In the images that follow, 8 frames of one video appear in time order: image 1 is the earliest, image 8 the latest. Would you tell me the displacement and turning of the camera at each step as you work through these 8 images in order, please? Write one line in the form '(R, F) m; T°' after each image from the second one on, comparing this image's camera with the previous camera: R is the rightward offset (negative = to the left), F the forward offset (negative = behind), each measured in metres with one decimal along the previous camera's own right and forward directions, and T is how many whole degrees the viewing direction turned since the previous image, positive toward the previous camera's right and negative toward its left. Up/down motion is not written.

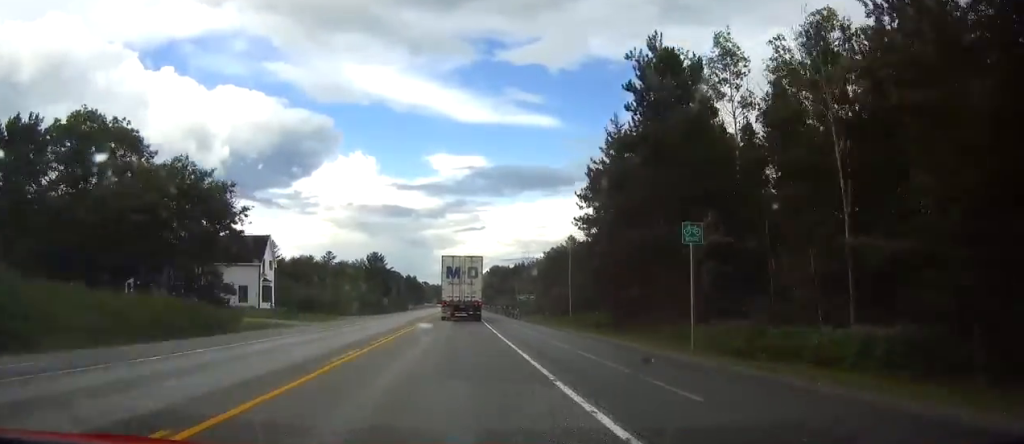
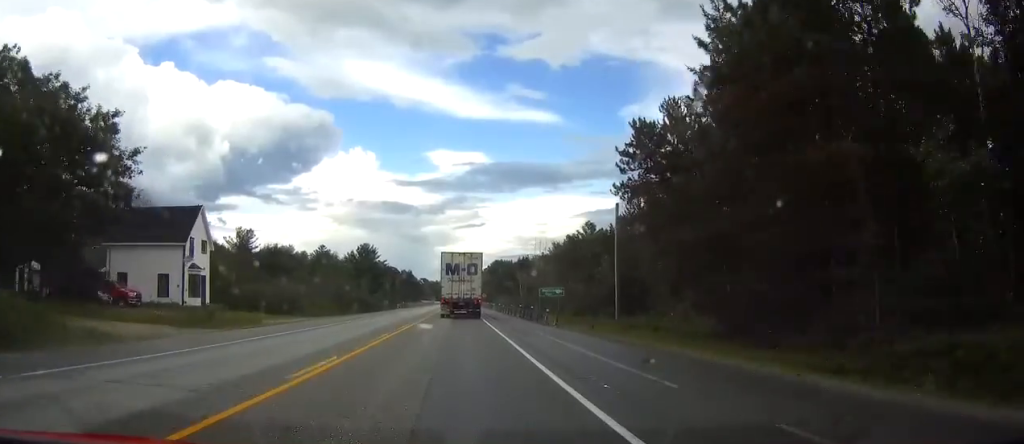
(0.0, +19.8) m; 0°
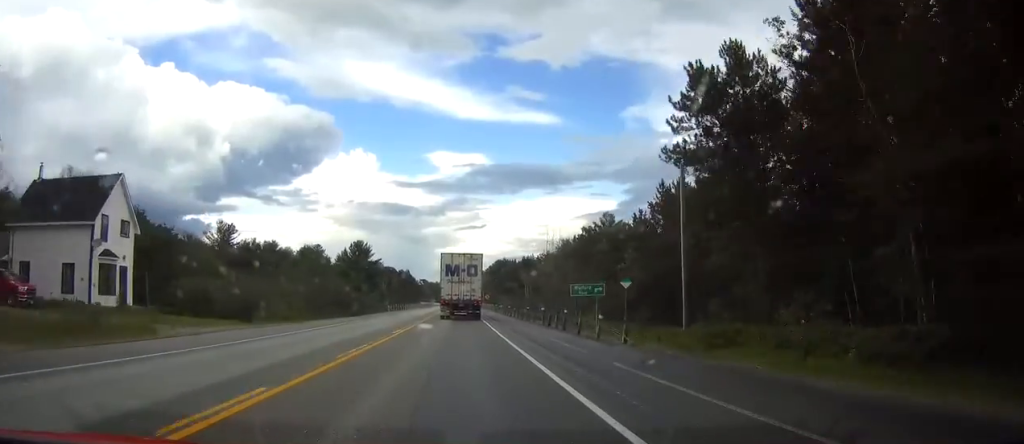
(+0.1, +14.1) m; 0°
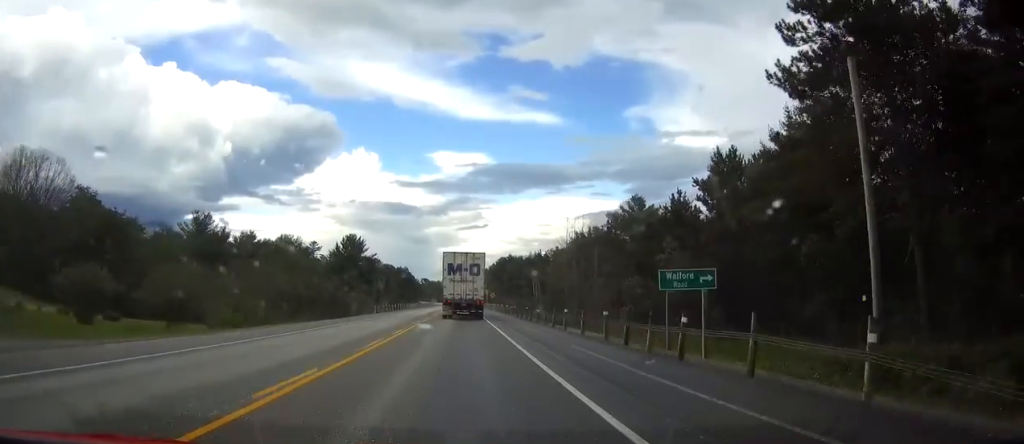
(0.0, +16.0) m; 0°
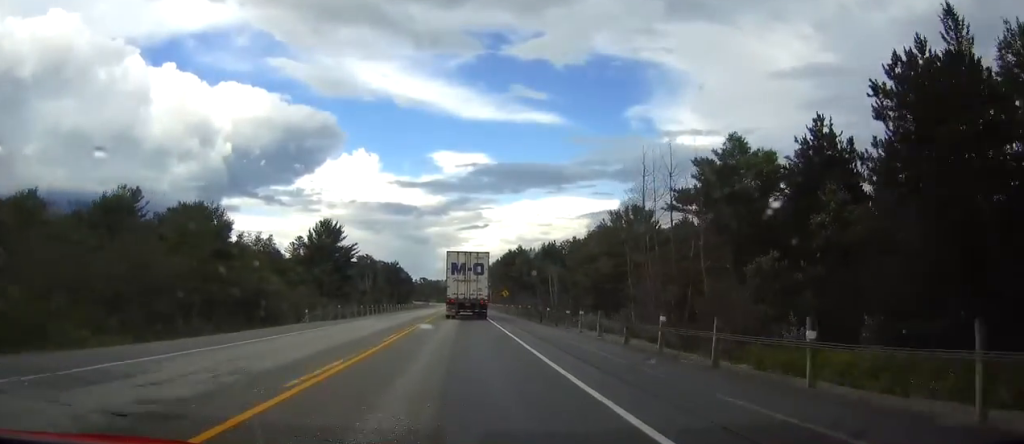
(-0.1, +32.7) m; 0°
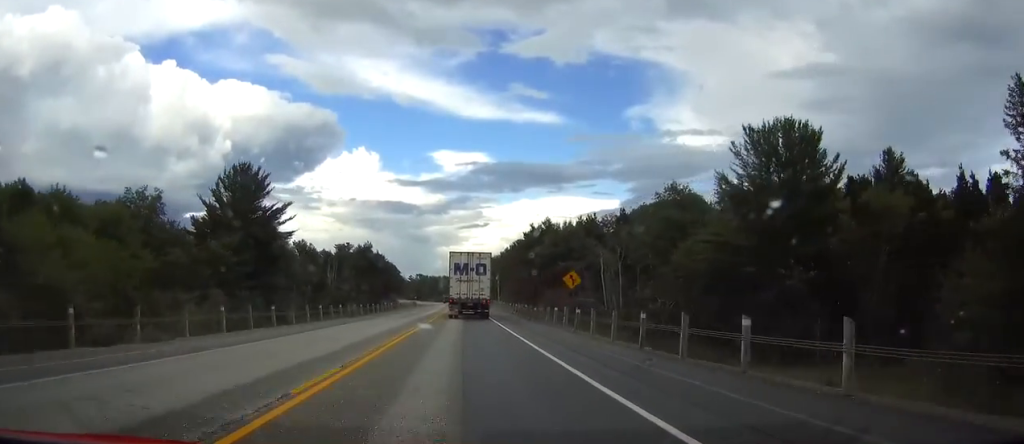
(-0.2, +55.6) m; 0°
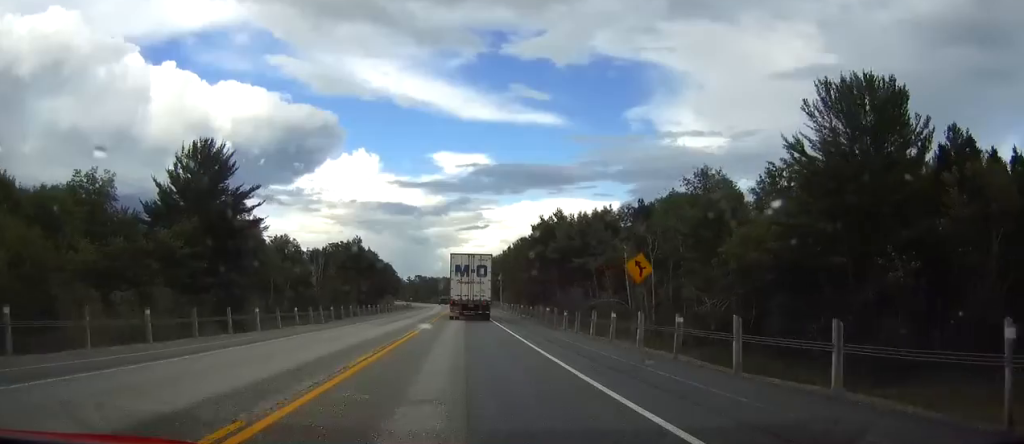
(0.0, +13.9) m; 0°
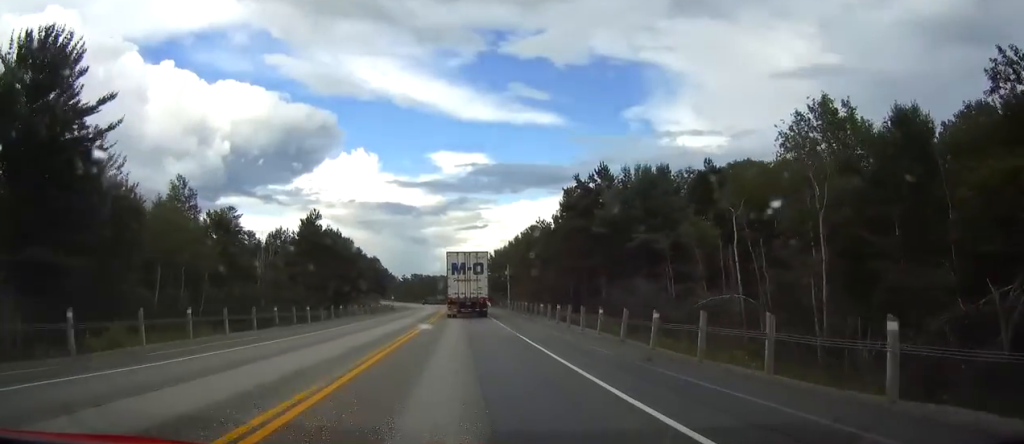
(0.0, +33.4) m; 0°
